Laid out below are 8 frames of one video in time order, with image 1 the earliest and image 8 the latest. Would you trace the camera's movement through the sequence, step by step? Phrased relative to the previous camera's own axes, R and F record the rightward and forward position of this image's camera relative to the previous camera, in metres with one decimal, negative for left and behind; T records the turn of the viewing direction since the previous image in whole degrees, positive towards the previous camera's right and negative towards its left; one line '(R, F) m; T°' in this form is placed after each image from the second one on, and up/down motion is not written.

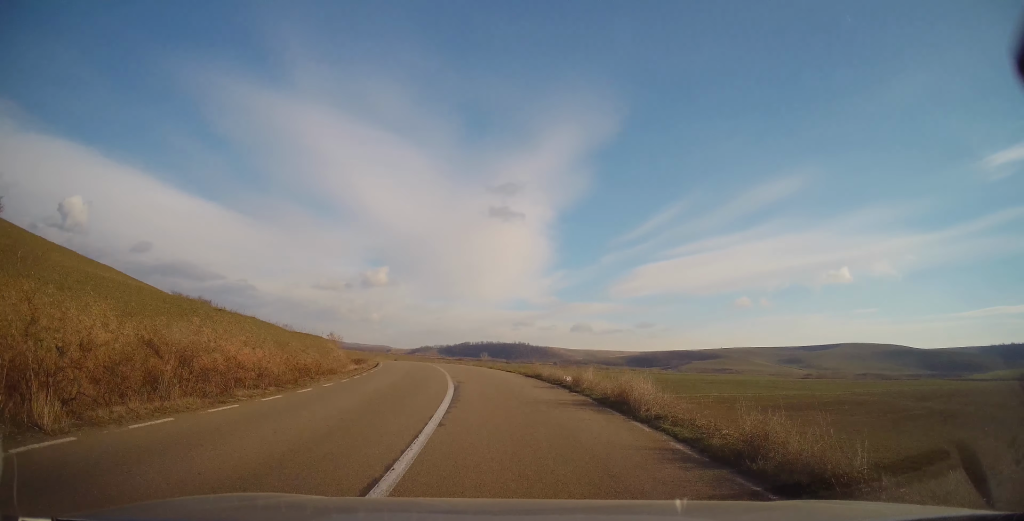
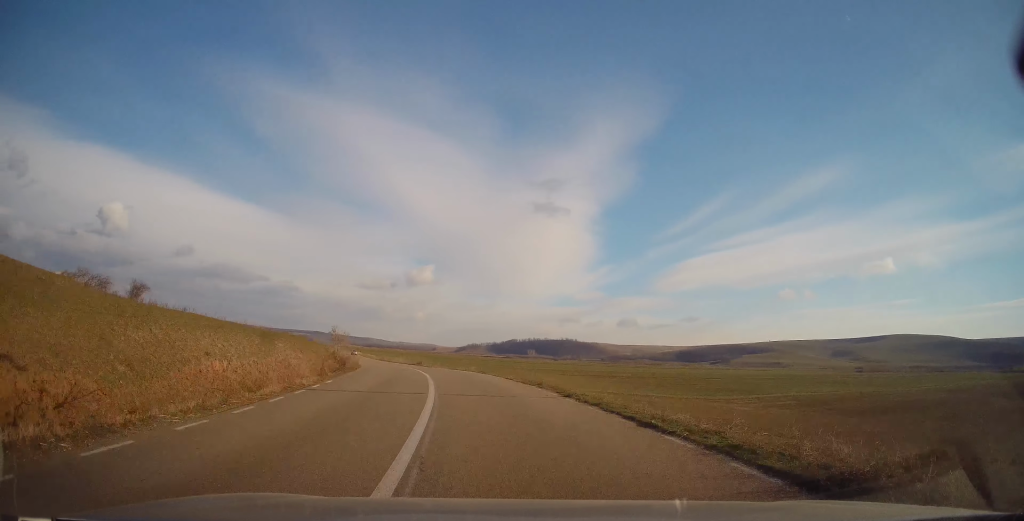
(-0.2, +19.4) m; -3°
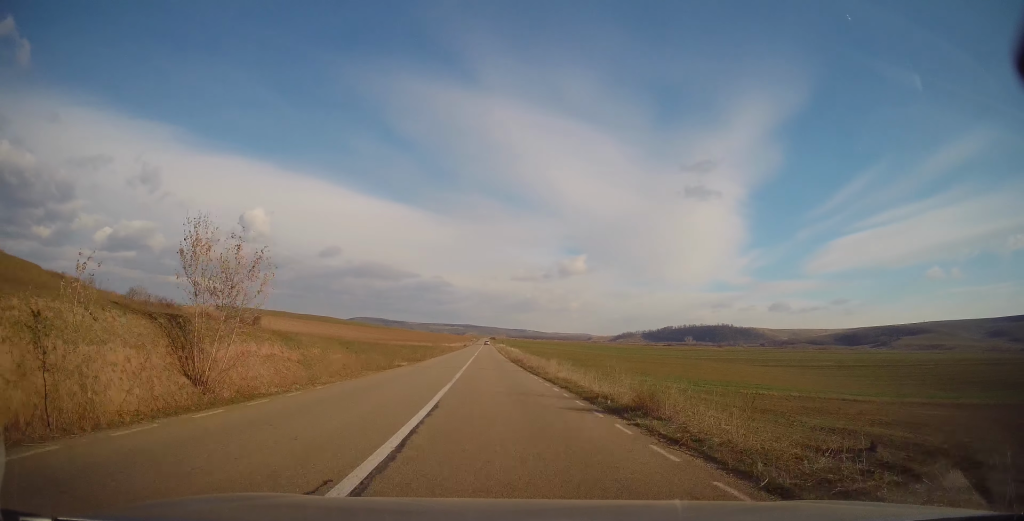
(-8.0, +50.1) m; -14°
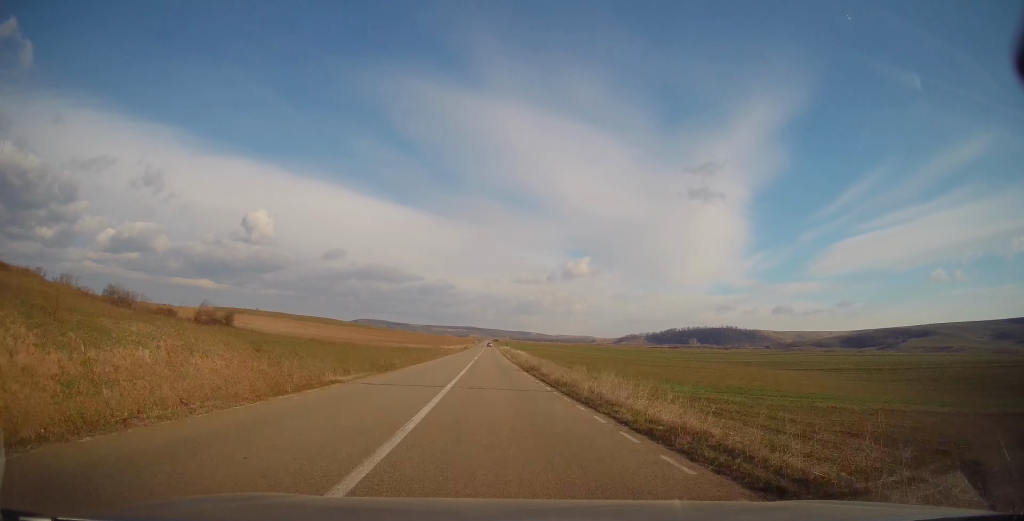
(+0.1, +12.2) m; -1°
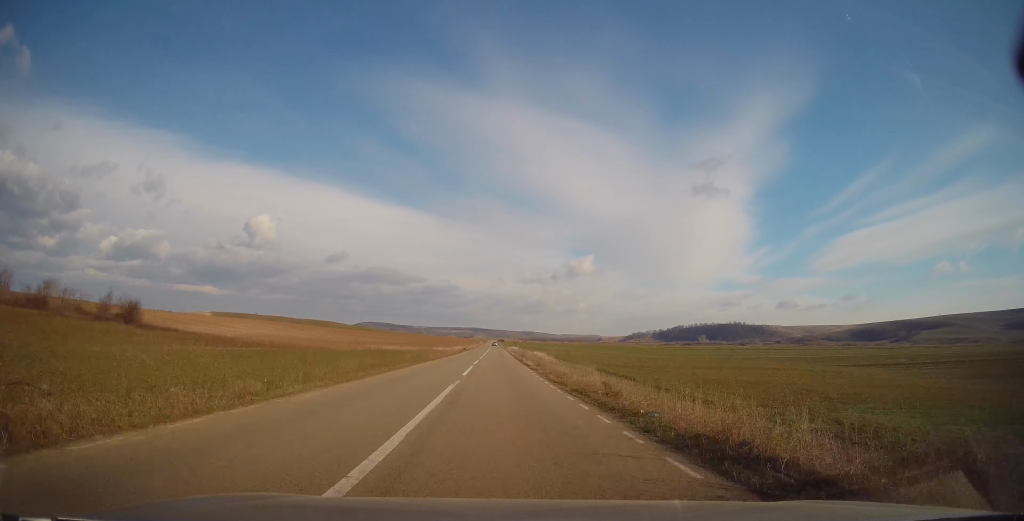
(-0.6, +27.9) m; -3°
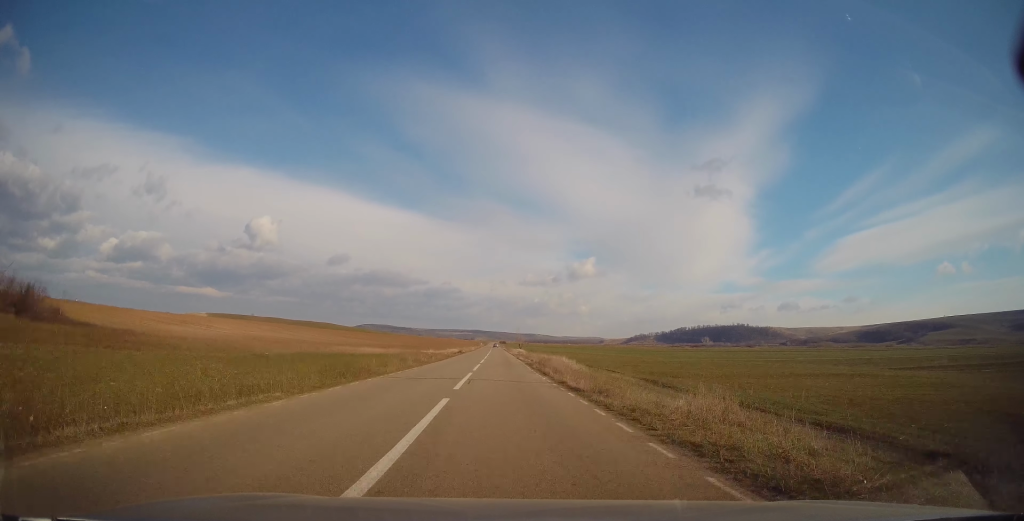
(-0.4, +19.0) m; 0°
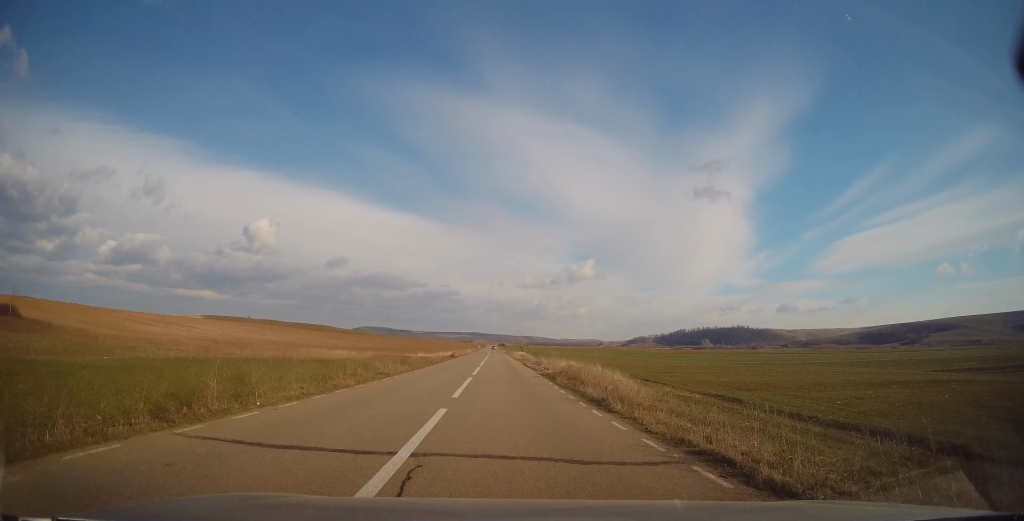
(0.0, +13.3) m; 0°
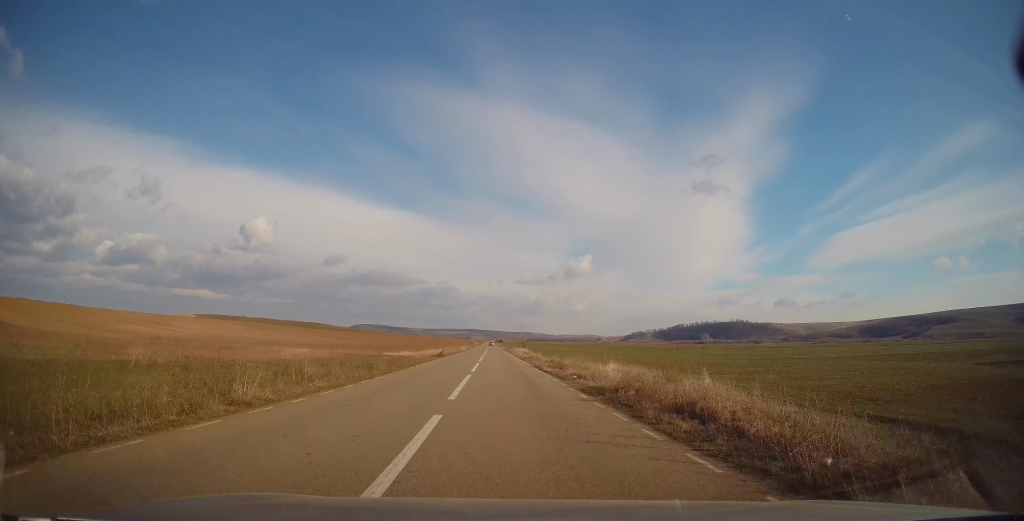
(+0.2, +13.2) m; +1°
